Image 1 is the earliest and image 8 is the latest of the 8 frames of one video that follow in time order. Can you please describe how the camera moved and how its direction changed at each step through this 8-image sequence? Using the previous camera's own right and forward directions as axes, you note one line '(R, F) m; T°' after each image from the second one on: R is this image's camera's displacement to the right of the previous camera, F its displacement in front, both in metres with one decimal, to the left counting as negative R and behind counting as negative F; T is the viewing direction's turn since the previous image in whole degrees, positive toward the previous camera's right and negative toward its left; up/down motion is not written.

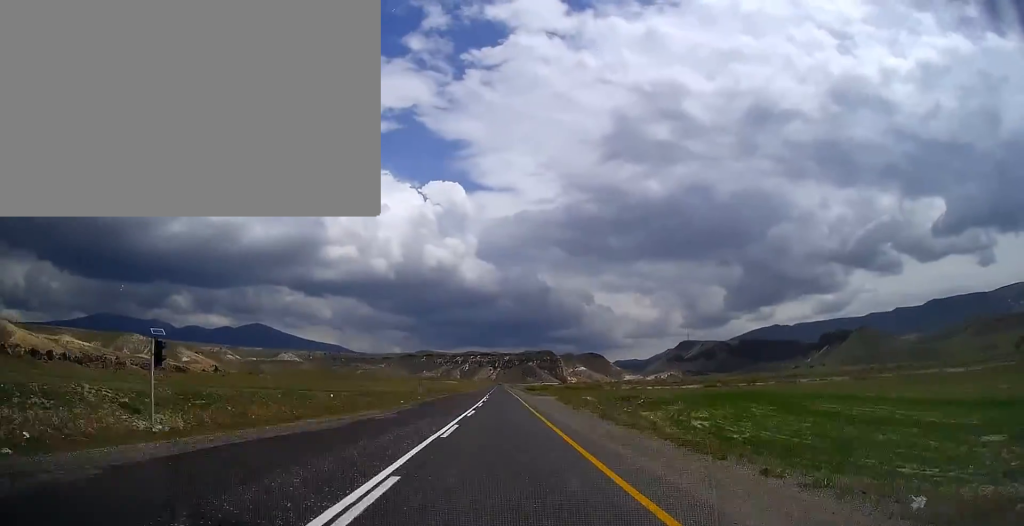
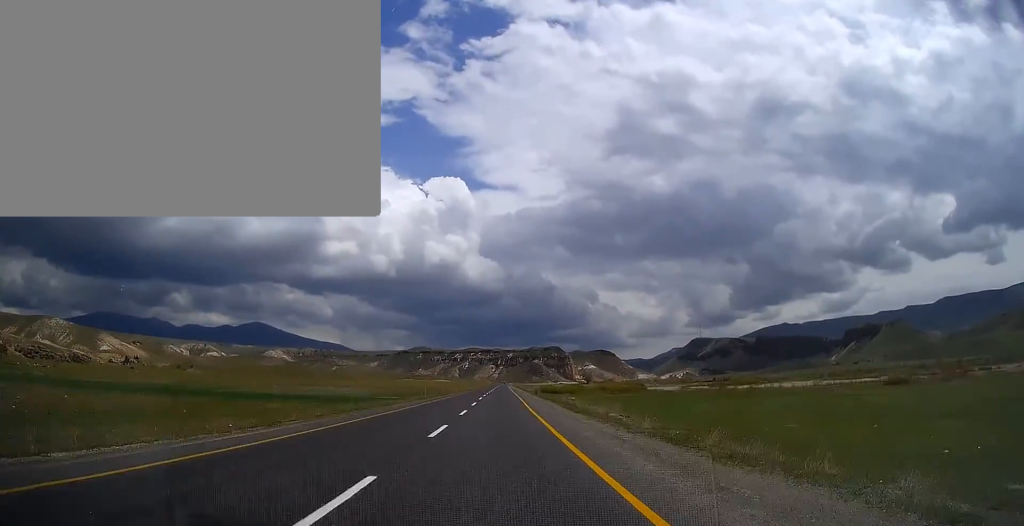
(-0.5, +155.5) m; 0°
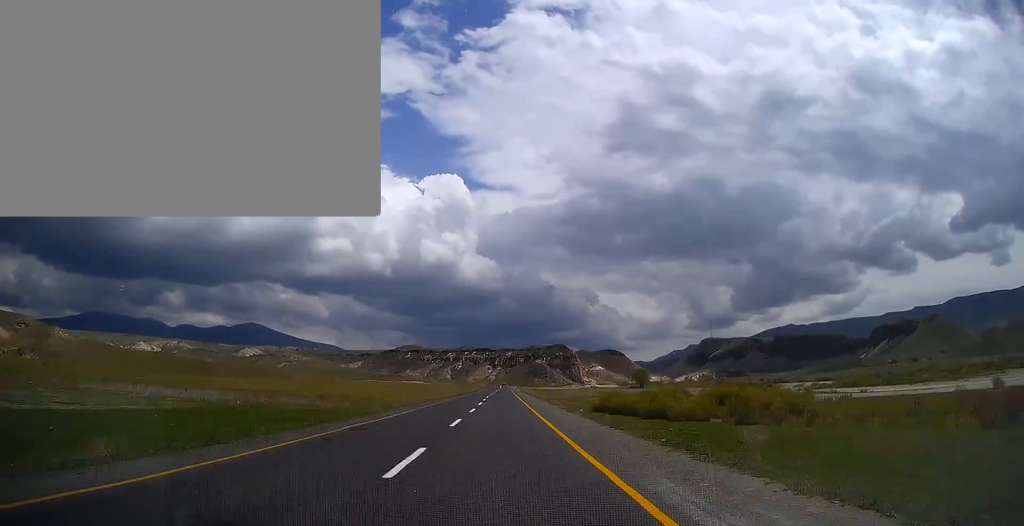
(+0.4, +191.3) m; 0°
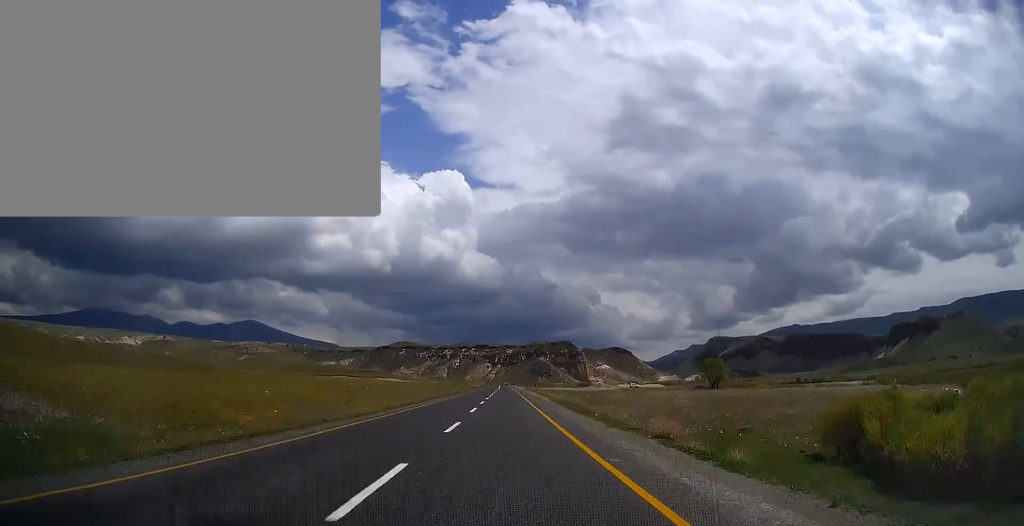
(+0.2, +141.0) m; 0°
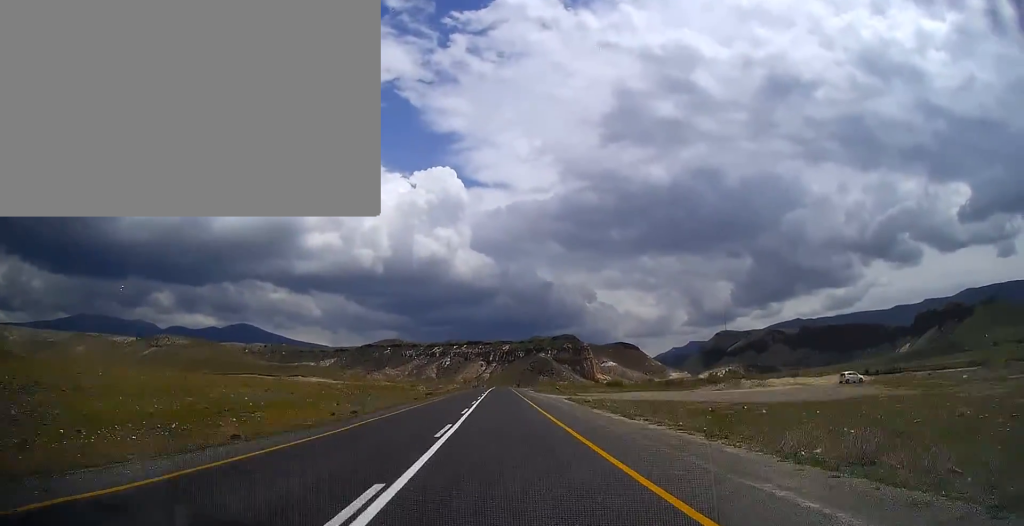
(+0.1, +140.5) m; 0°
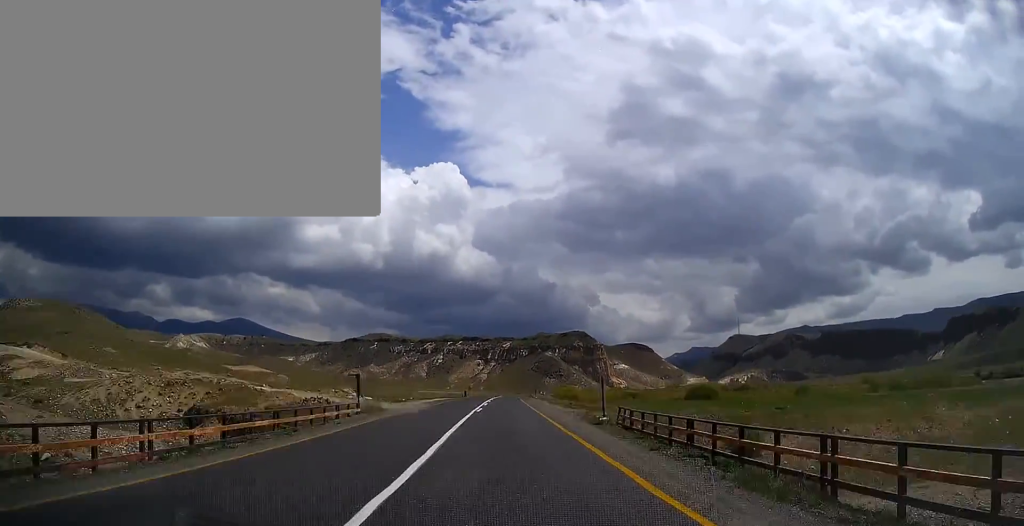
(+0.6, +93.3) m; +1°
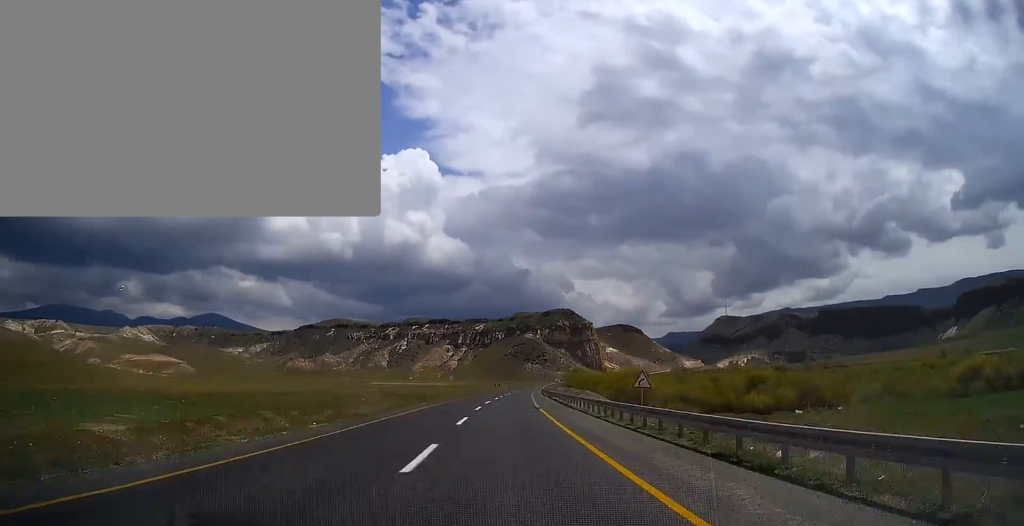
(+1.8, +140.8) m; +3°
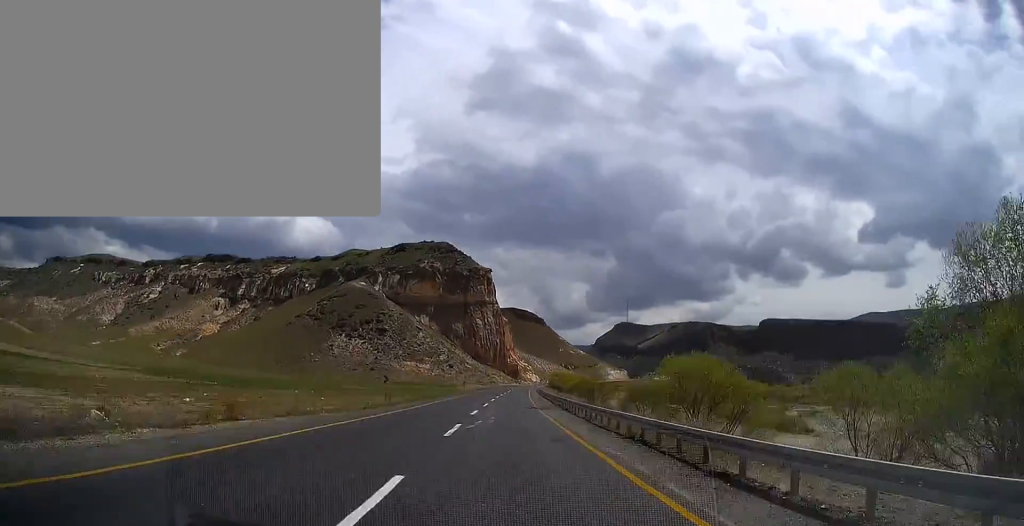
(+44.5, +425.3) m; +12°
